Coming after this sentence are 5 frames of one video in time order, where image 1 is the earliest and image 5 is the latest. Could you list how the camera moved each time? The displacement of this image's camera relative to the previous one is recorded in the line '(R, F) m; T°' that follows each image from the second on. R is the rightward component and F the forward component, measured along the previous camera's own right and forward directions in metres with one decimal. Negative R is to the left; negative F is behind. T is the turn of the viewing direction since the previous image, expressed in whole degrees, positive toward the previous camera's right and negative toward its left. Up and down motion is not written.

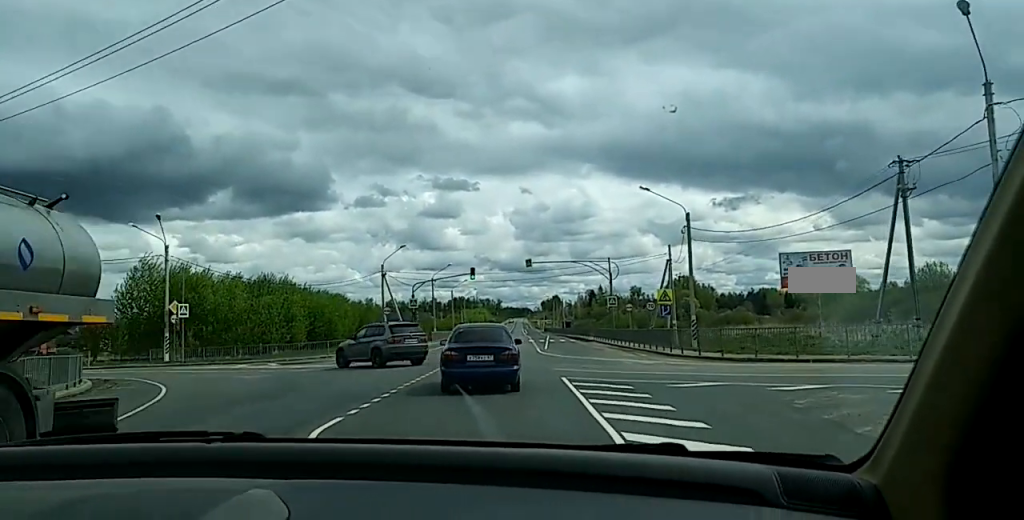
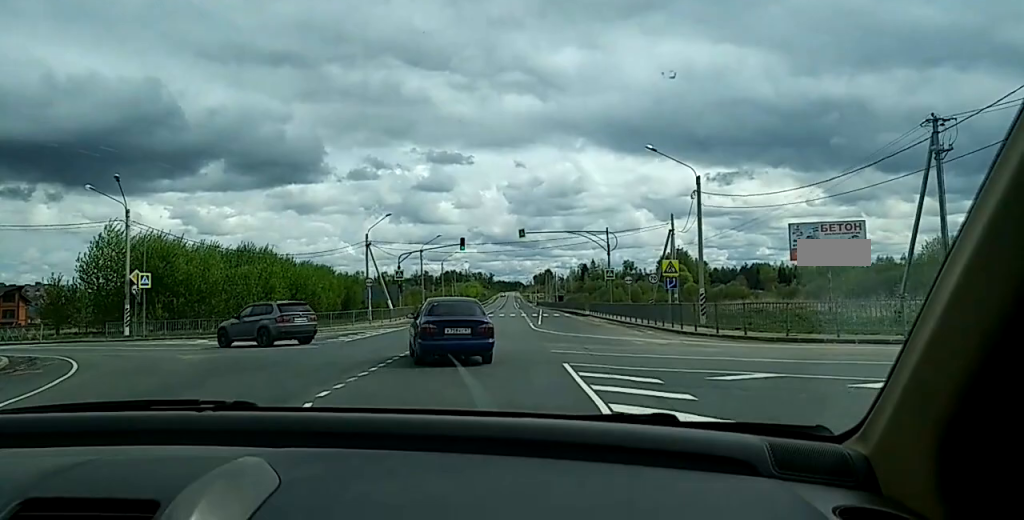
(0.0, +4.7) m; -1°
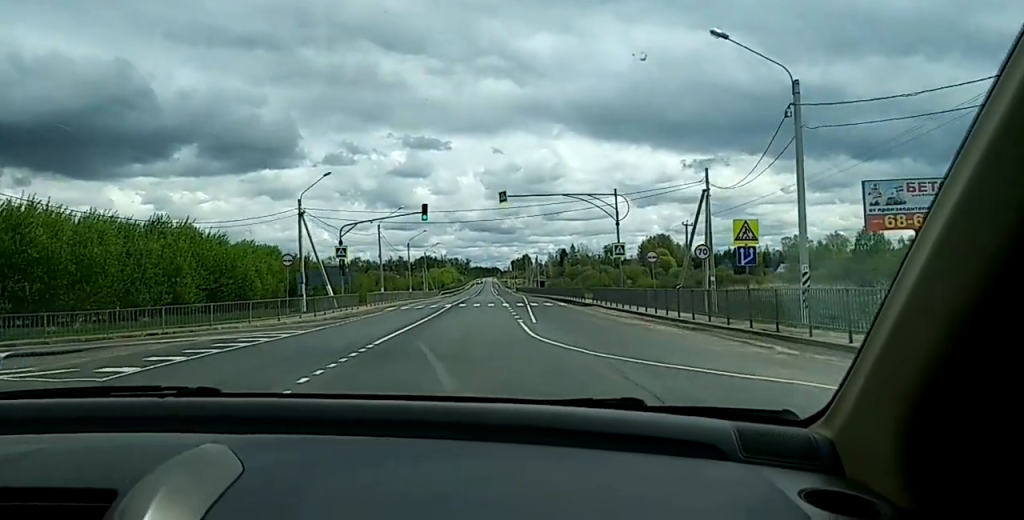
(-0.5, +16.7) m; -3°
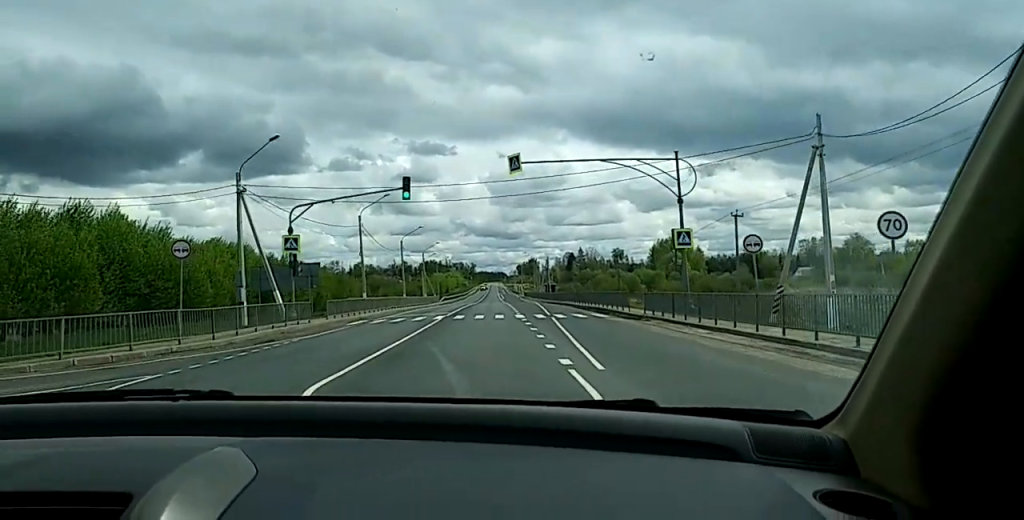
(-0.8, +14.5) m; -2°
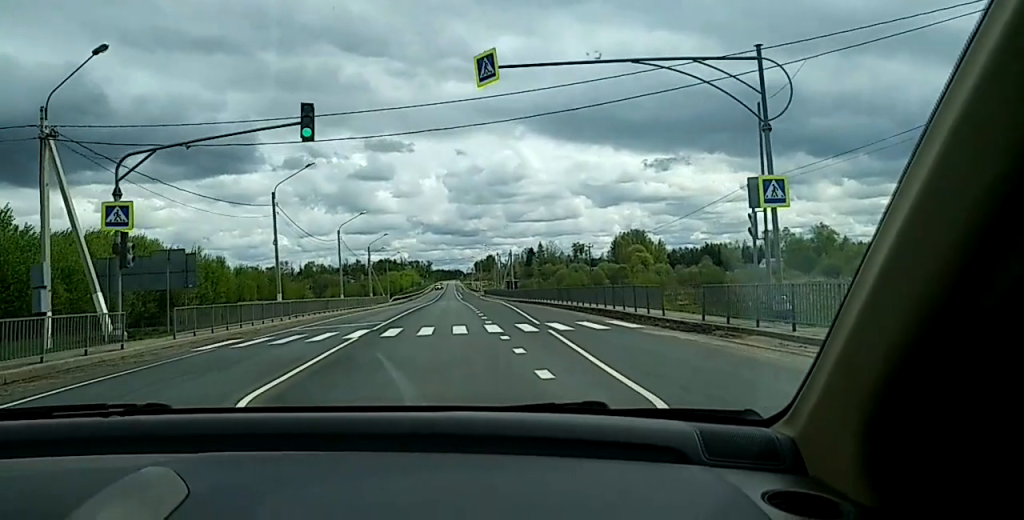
(+0.7, +14.2) m; +3°
